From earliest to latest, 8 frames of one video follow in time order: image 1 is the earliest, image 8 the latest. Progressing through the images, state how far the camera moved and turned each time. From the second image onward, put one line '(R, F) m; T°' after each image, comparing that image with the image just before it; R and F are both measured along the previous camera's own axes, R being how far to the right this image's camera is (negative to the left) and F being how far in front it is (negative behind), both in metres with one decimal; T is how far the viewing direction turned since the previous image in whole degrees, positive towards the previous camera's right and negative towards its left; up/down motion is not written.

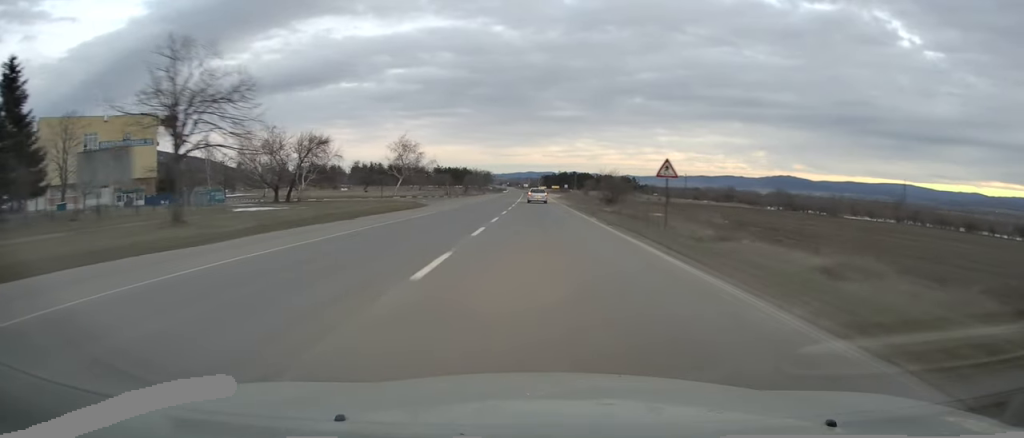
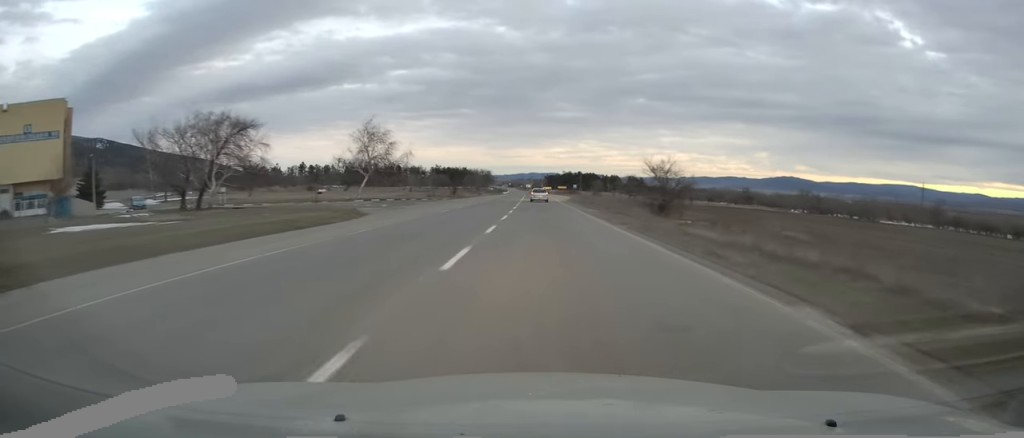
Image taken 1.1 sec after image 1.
(0.0, +21.6) m; 0°
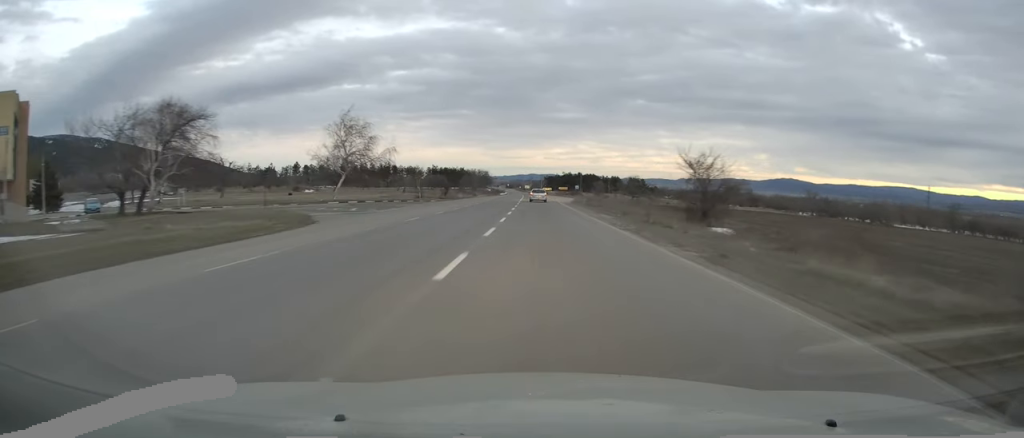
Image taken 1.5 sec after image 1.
(+0.1, +8.9) m; 0°
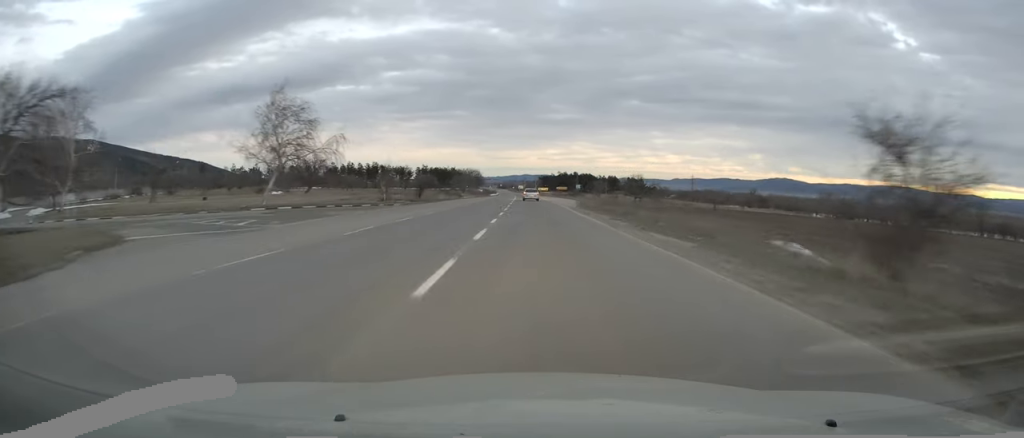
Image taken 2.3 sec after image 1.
(-0.1, +16.4) m; 0°
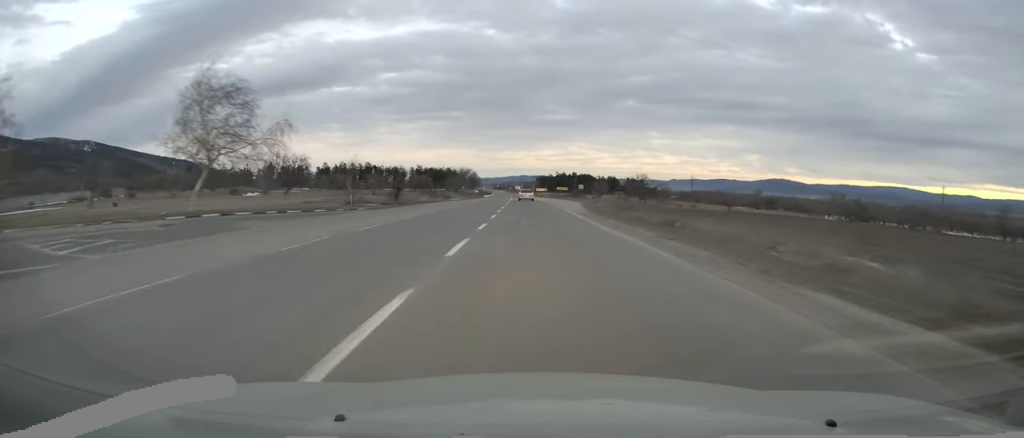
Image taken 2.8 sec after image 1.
(0.0, +11.0) m; 0°
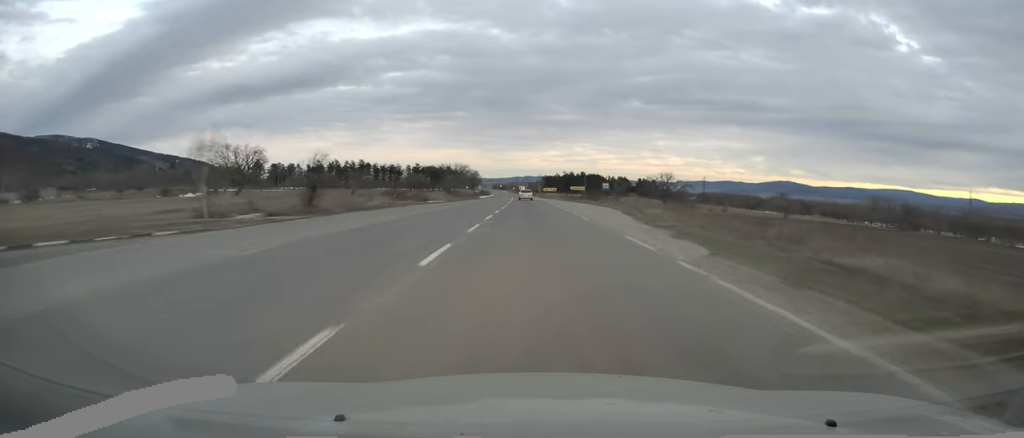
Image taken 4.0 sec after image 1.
(0.0, +24.9) m; 0°
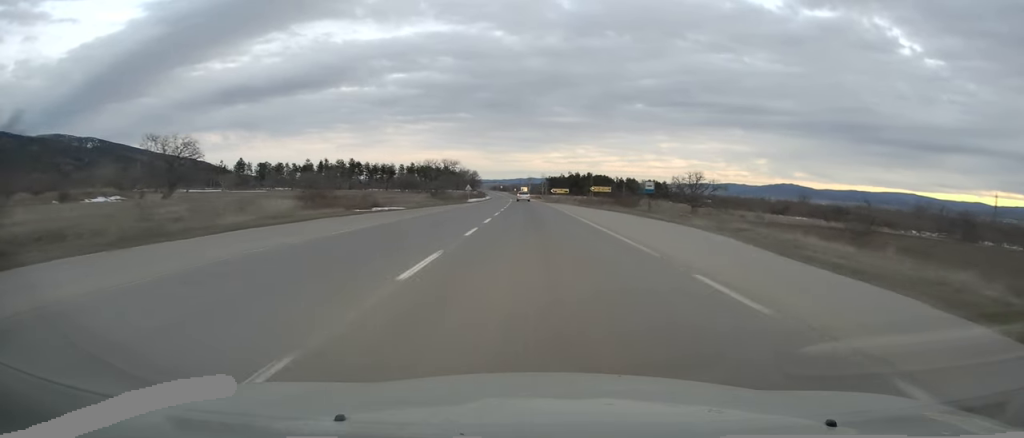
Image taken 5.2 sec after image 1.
(-0.1, +23.9) m; 0°
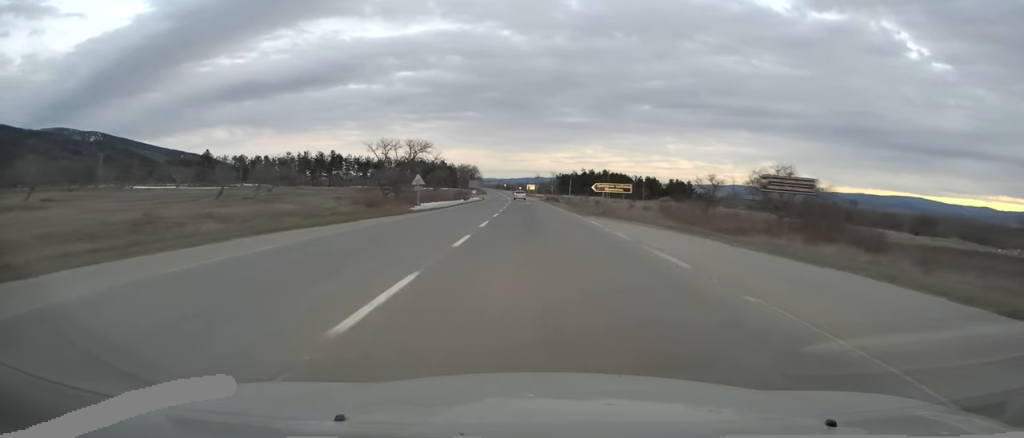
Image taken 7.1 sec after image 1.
(-0.1, +41.7) m; 0°
